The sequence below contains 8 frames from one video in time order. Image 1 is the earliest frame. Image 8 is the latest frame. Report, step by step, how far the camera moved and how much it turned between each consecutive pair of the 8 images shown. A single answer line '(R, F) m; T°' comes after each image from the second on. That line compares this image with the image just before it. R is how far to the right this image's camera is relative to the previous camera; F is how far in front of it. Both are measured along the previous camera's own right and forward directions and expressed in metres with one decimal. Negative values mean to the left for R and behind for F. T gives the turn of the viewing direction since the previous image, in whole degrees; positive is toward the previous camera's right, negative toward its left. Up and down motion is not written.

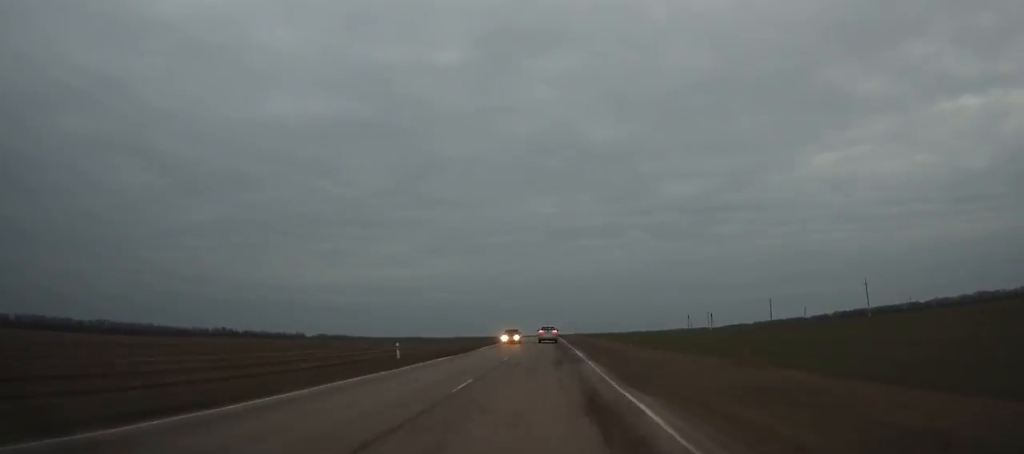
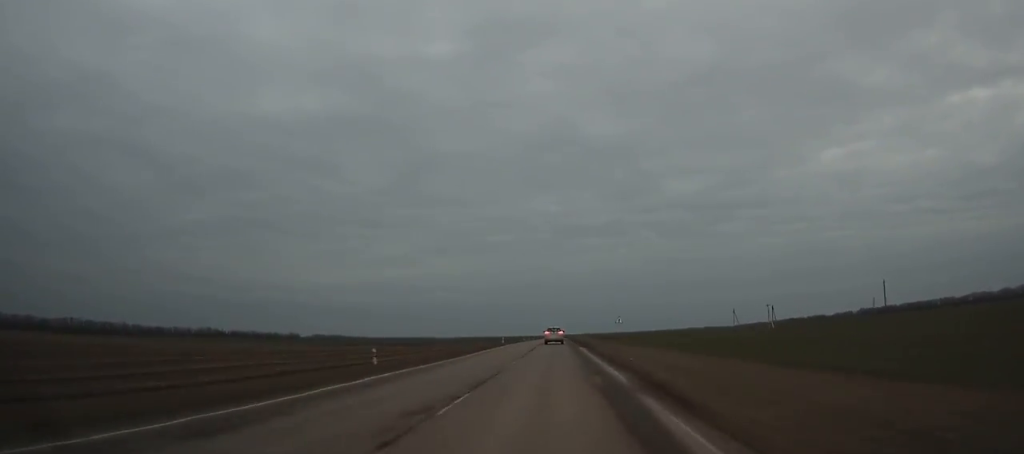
(-0.2, +67.9) m; 0°
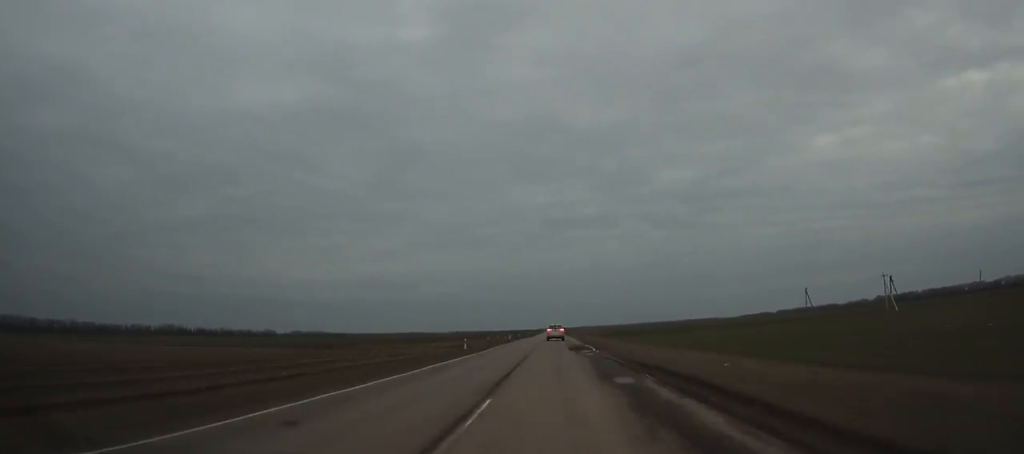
(-0.1, +79.9) m; 0°
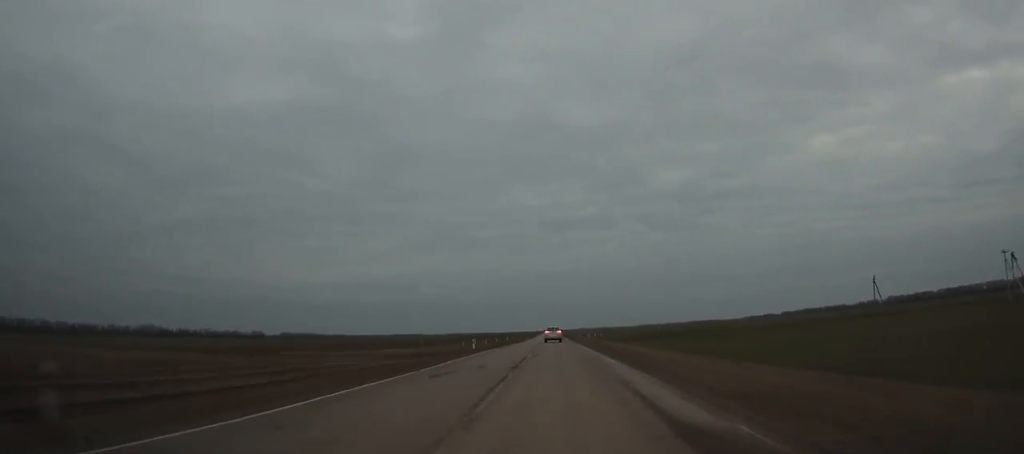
(+0.1, +40.2) m; 0°
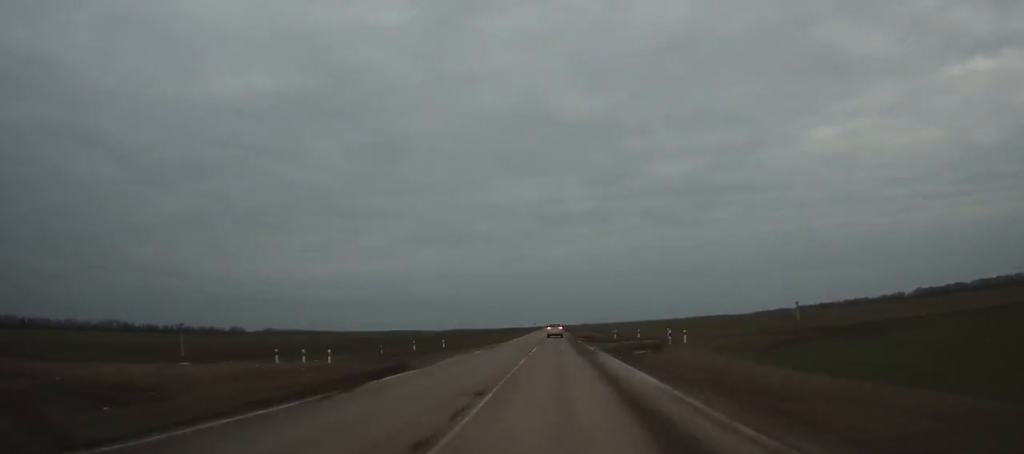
(+0.1, +76.3) m; 0°
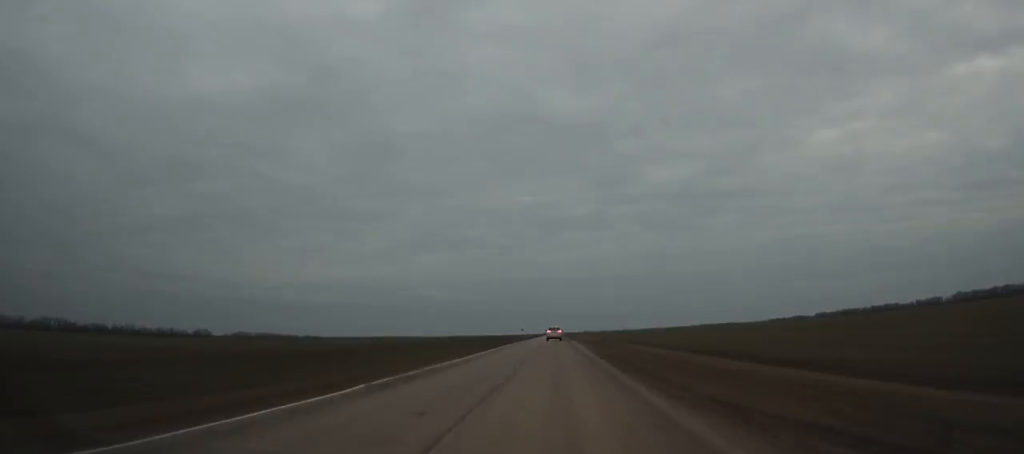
(-0.1, +98.9) m; 0°
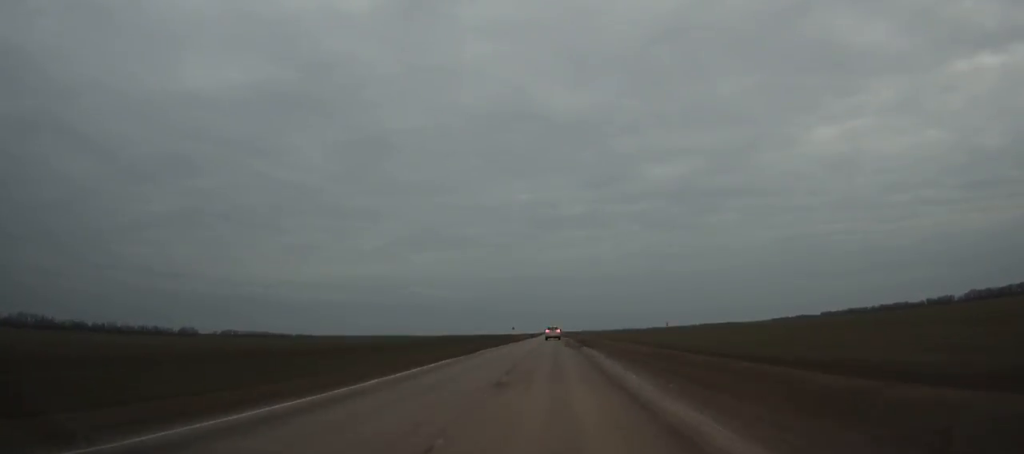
(0.0, +31.7) m; 0°
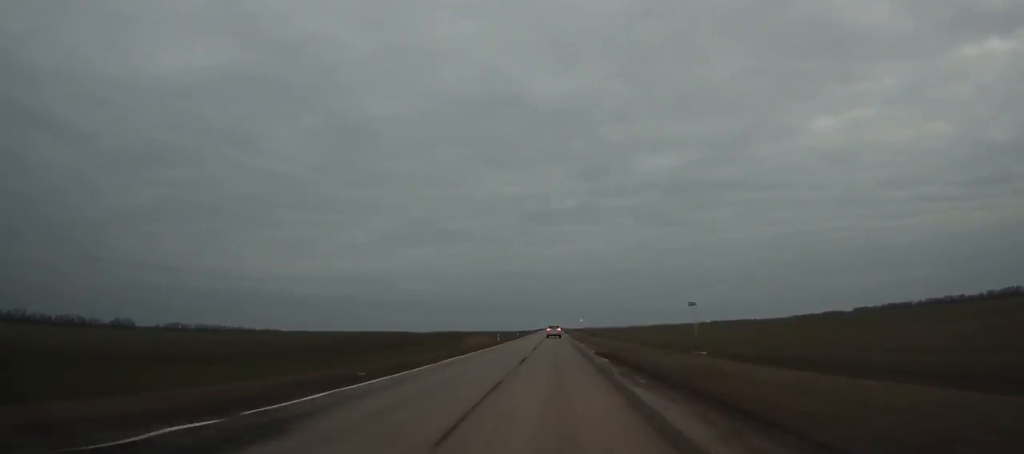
(+0.3, +139.5) m; 0°
